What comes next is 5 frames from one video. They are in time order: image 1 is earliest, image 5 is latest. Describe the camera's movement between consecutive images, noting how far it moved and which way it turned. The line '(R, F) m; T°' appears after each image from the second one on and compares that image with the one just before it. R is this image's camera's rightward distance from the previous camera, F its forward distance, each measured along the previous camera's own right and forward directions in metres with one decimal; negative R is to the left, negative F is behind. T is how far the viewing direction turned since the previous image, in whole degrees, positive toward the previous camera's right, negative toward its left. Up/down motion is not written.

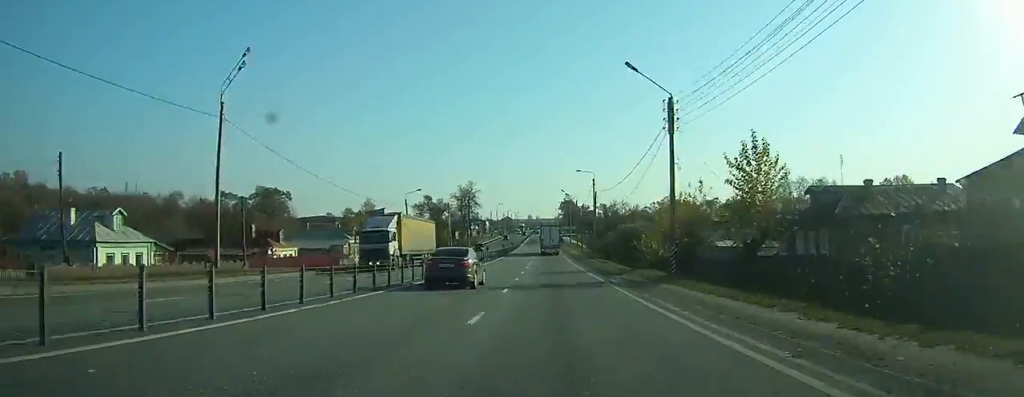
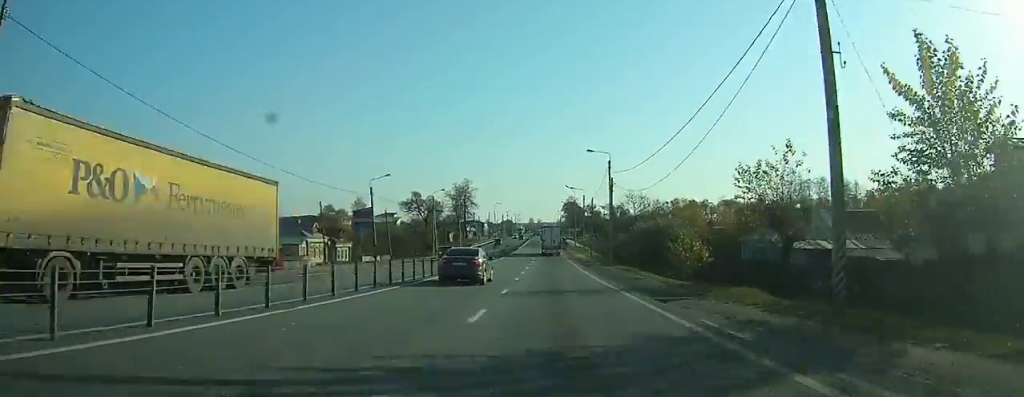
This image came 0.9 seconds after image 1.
(0.0, +16.8) m; 0°
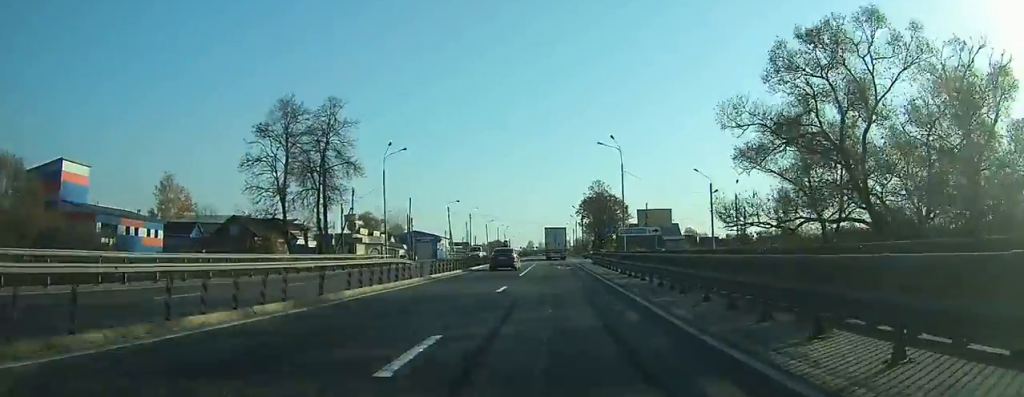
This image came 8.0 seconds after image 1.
(+0.1, +131.3) m; 0°
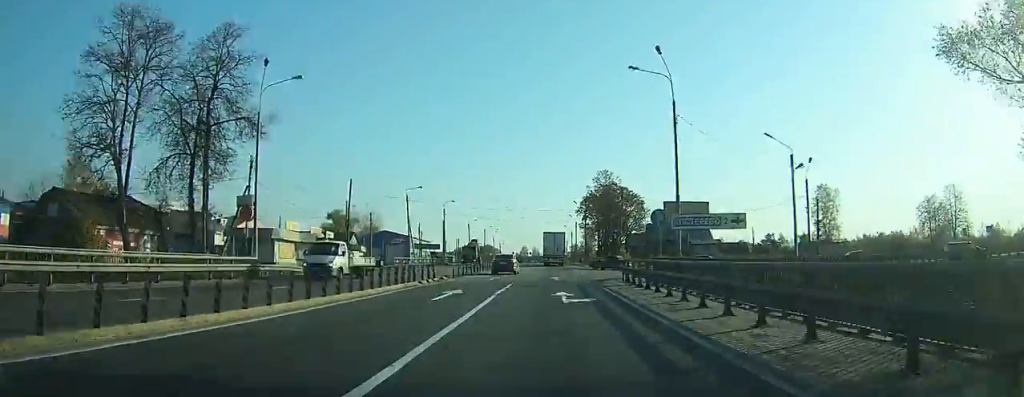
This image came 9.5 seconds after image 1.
(+0.1, +22.5) m; 0°
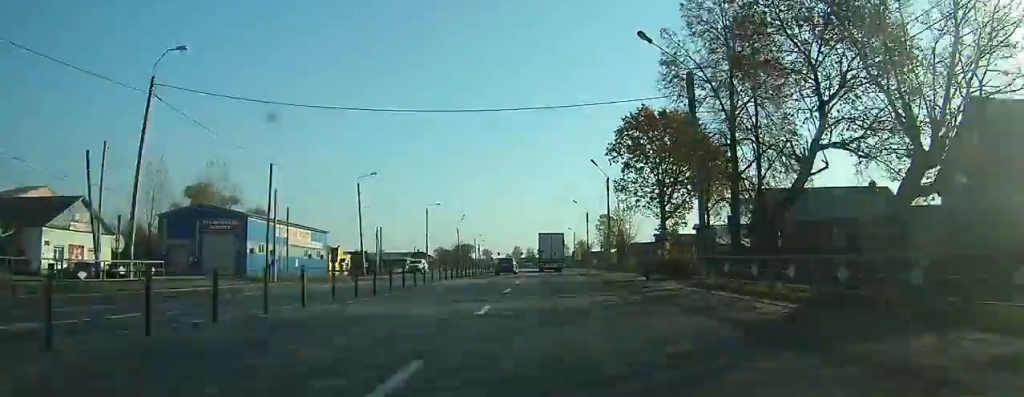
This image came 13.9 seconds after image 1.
(+0.2, +69.4) m; 0°
